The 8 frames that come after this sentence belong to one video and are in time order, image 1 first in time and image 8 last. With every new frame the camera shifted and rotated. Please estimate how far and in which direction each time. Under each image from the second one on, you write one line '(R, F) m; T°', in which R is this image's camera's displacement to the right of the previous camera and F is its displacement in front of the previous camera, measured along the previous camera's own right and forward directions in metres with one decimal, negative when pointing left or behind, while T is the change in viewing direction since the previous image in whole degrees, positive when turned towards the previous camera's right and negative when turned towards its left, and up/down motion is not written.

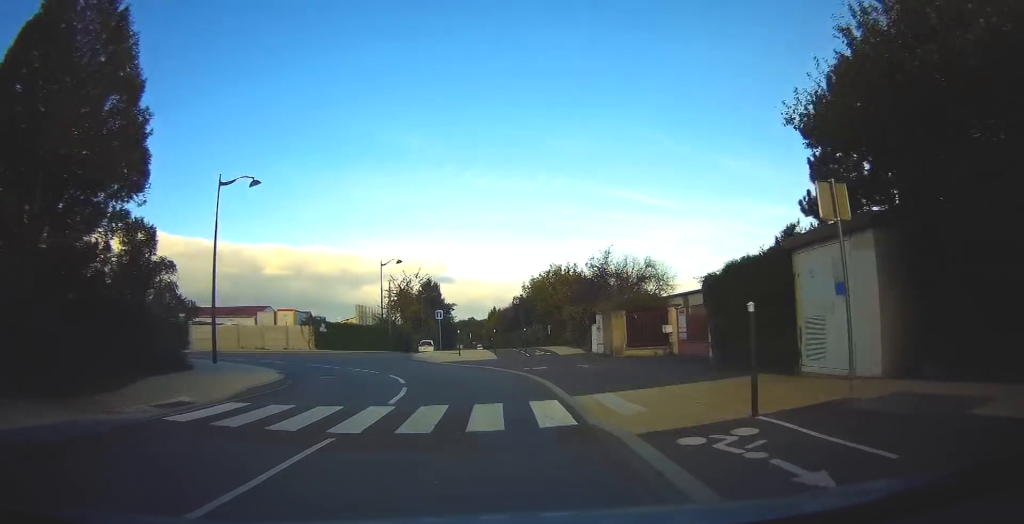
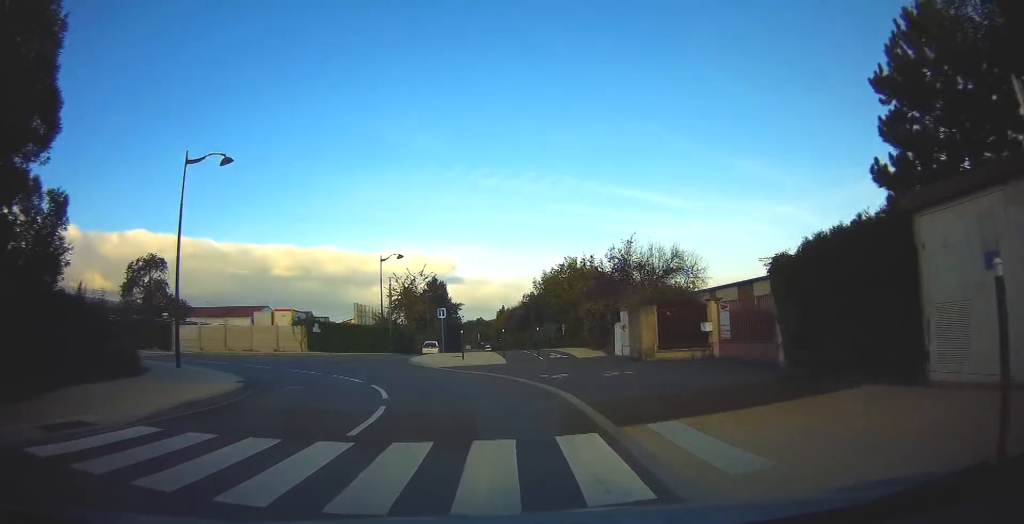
(0.0, +4.0) m; -1°
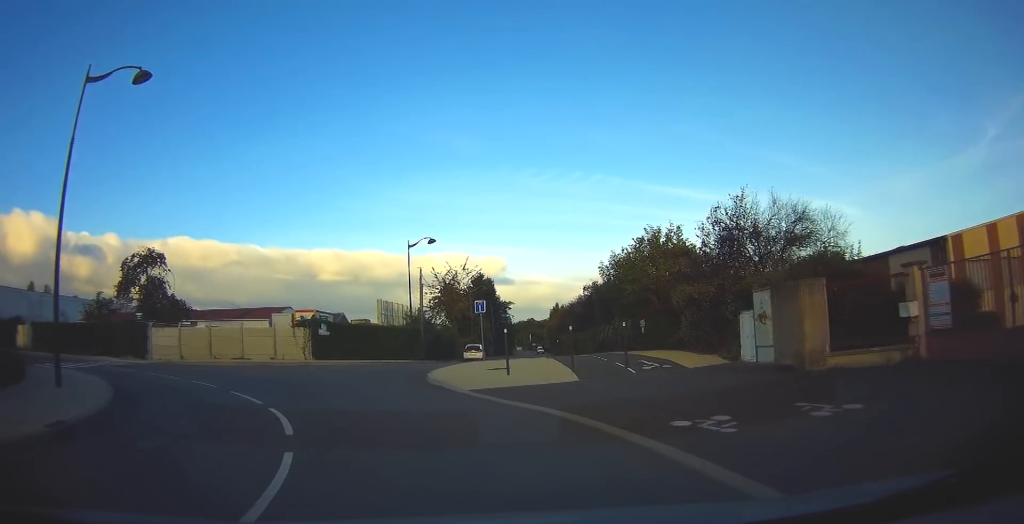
(-0.3, +9.2) m; -5°
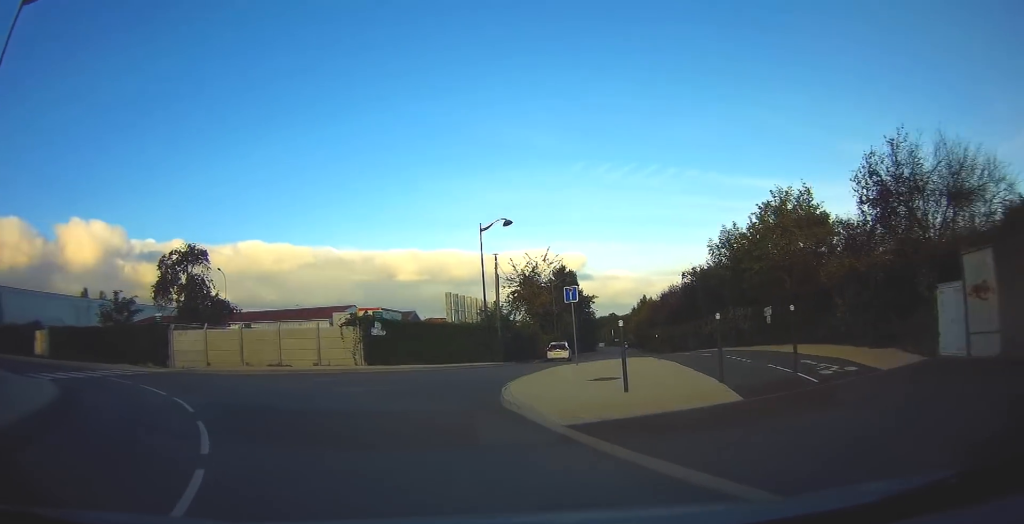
(-0.1, +6.1) m; -7°
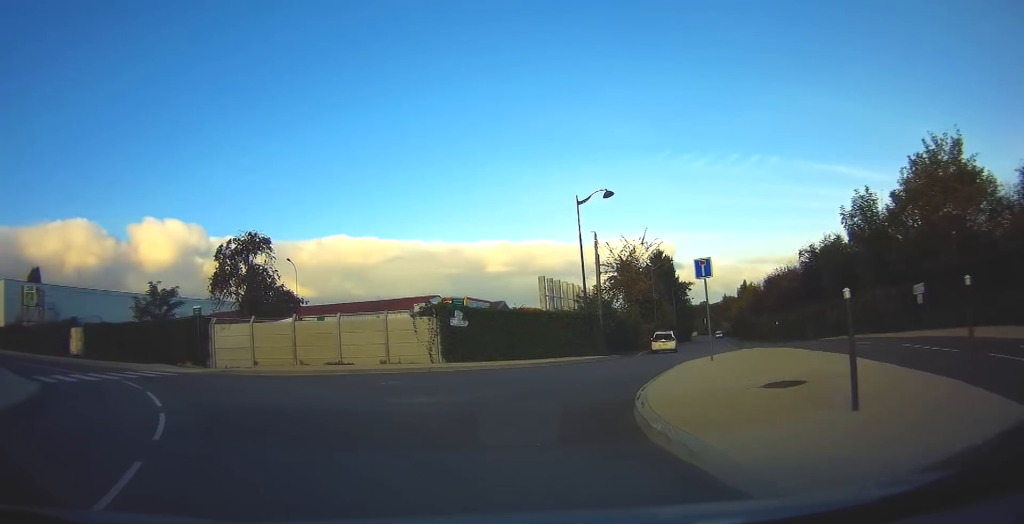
(-0.6, +4.7) m; -10°
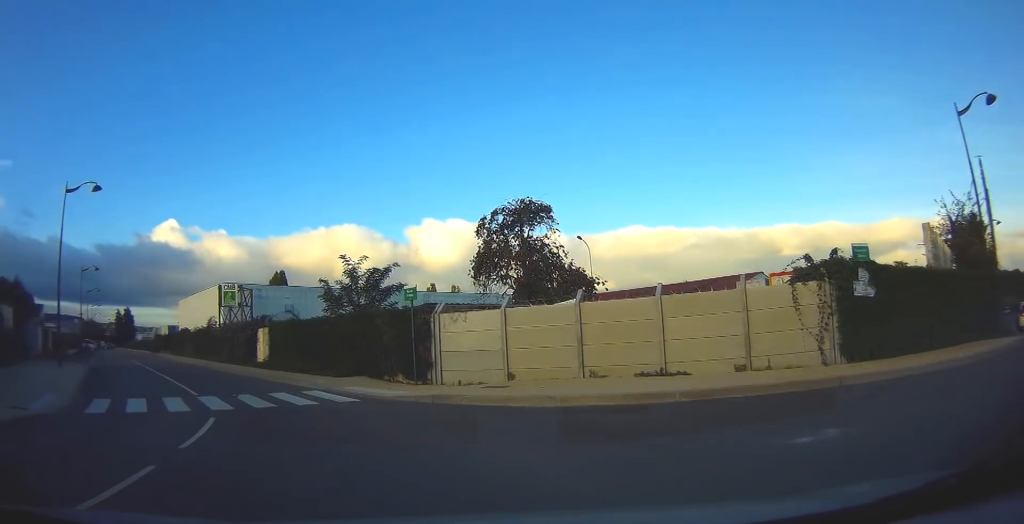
(-2.5, +10.5) m; -27°
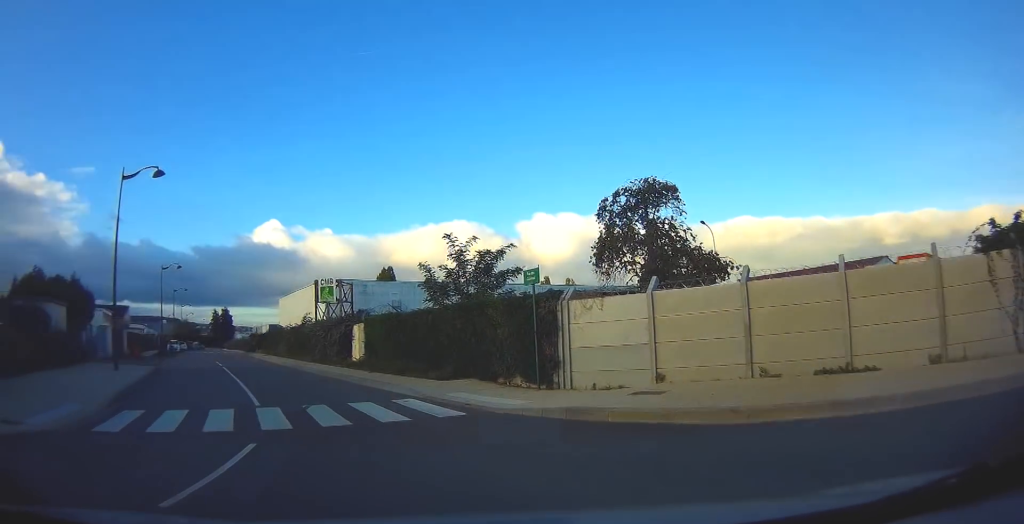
(-0.1, +3.2) m; -10°
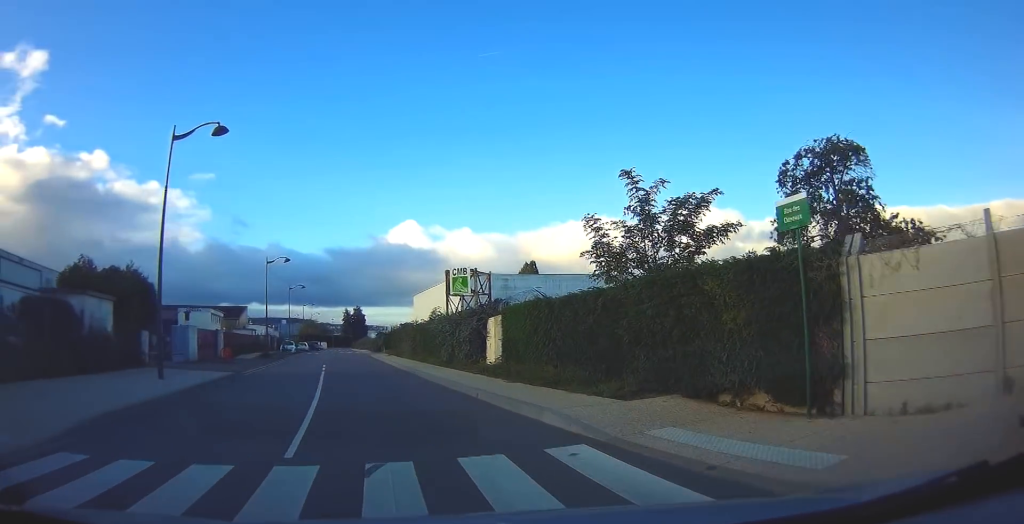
(-1.0, +5.7) m; -15°
